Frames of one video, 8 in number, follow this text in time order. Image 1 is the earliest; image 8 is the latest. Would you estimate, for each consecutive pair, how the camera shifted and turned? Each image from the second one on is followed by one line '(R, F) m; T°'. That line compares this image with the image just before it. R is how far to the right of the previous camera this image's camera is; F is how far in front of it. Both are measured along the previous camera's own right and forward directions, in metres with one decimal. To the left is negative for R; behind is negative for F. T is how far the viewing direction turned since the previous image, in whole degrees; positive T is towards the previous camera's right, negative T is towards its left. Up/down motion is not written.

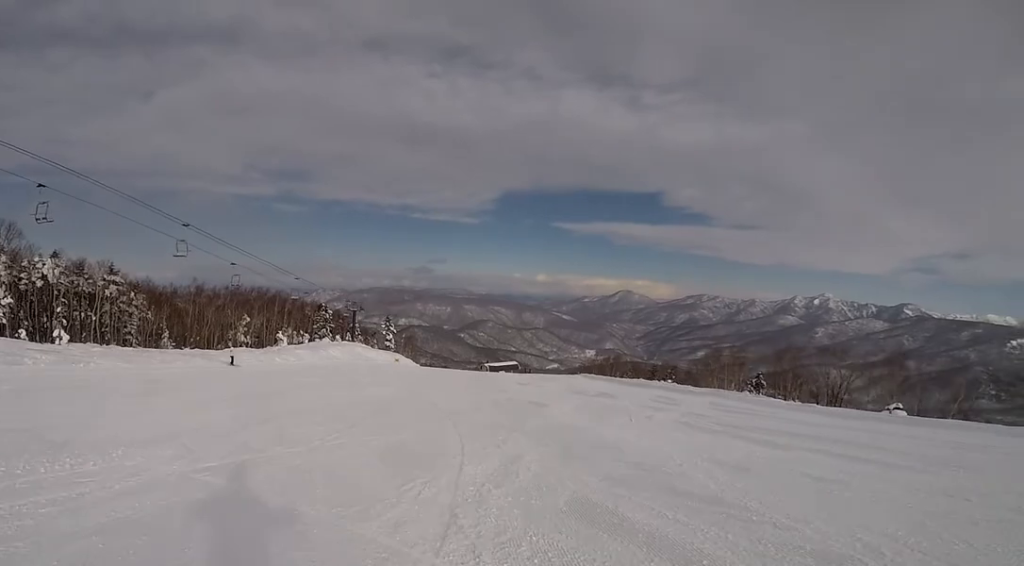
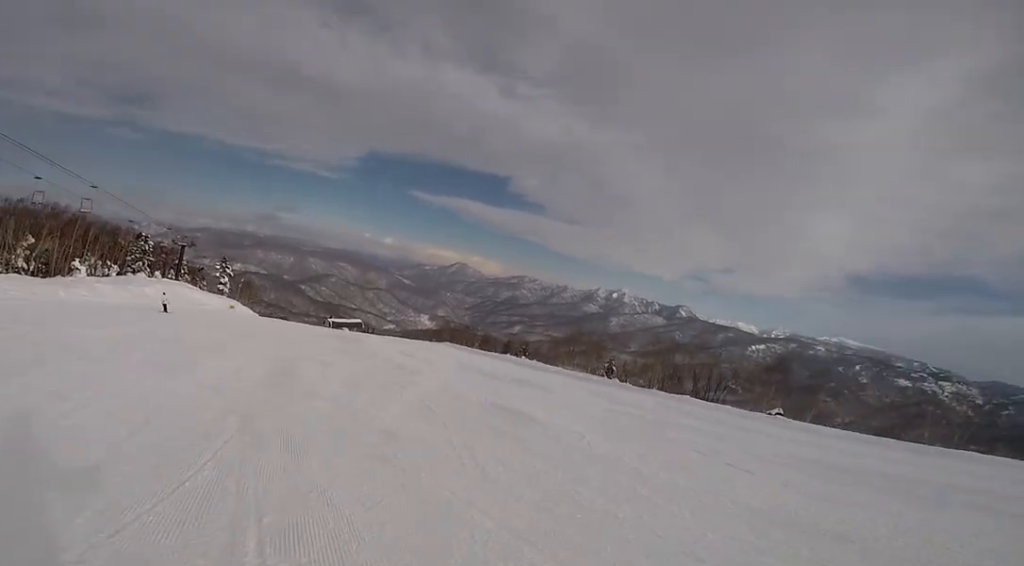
(+1.9, +8.2) m; +17°
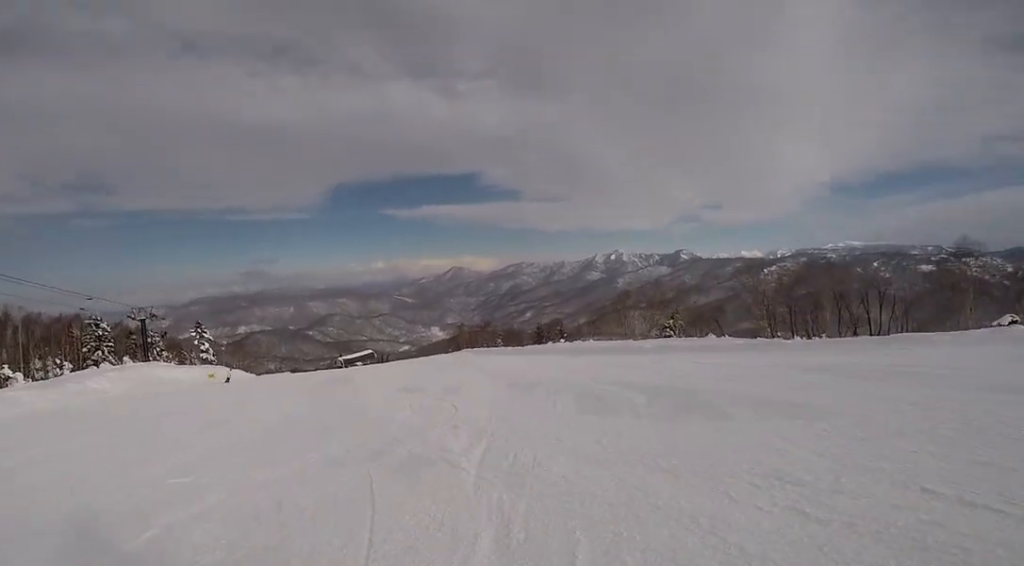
(-0.3, +12.4) m; -12°
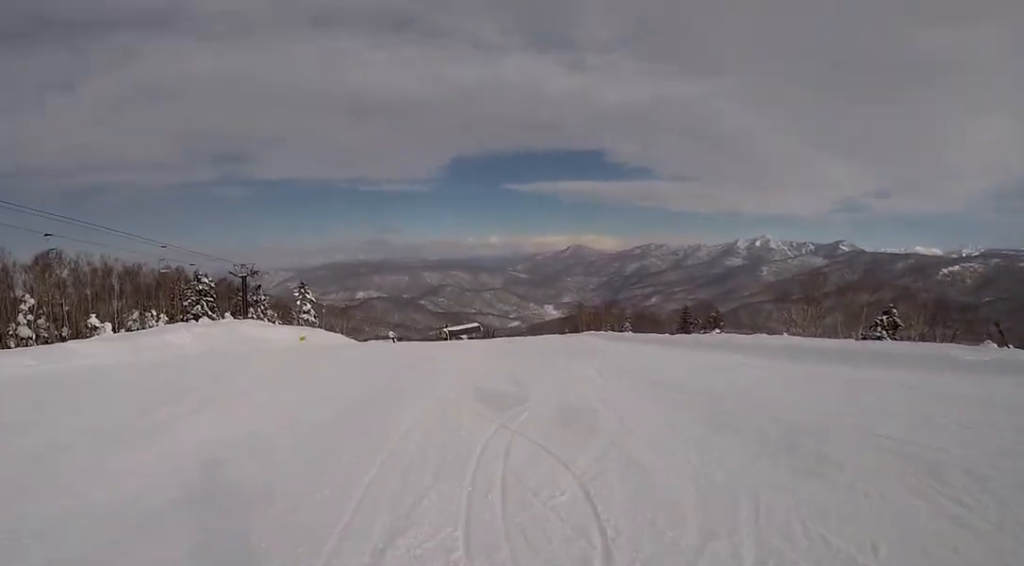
(-1.1, +7.9) m; -17°
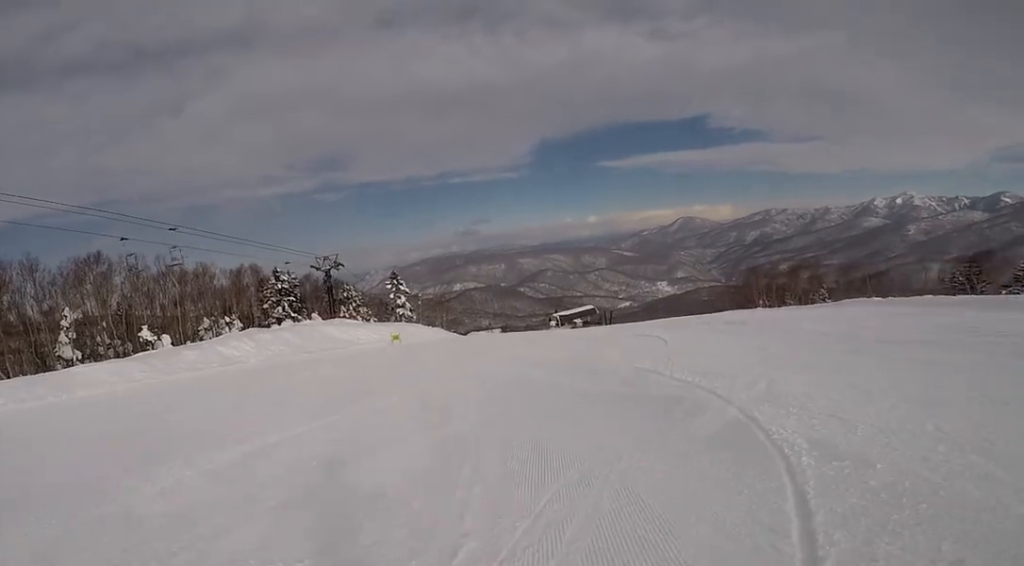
(-3.2, +12.6) m; -13°
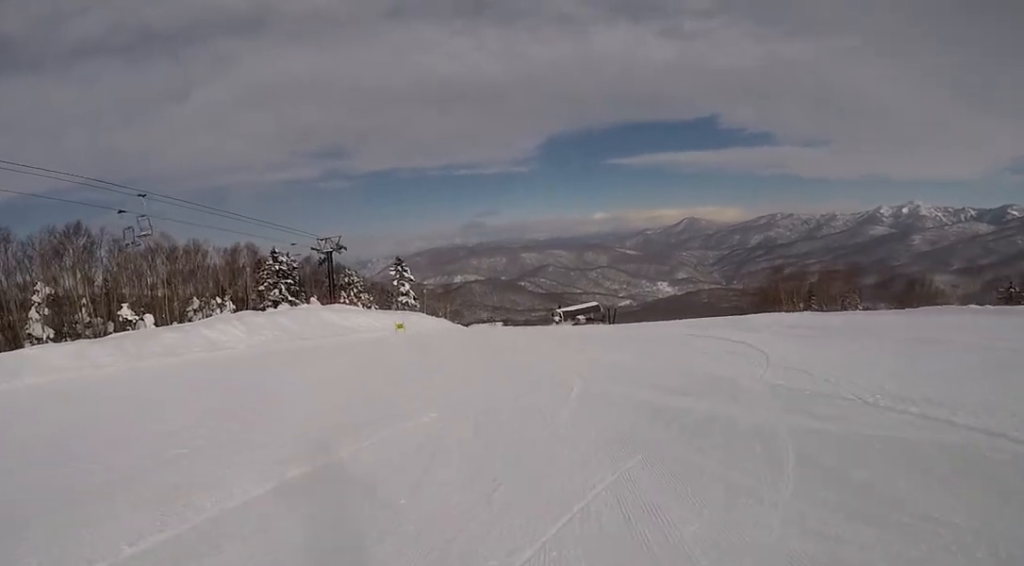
(+0.4, +3.7) m; +10°
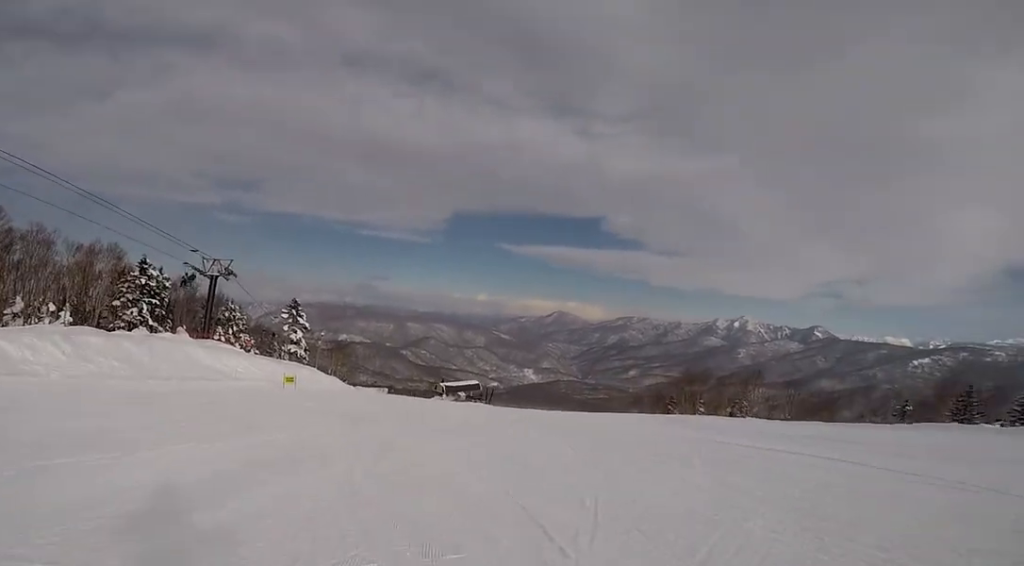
(+1.5, +7.4) m; +22°
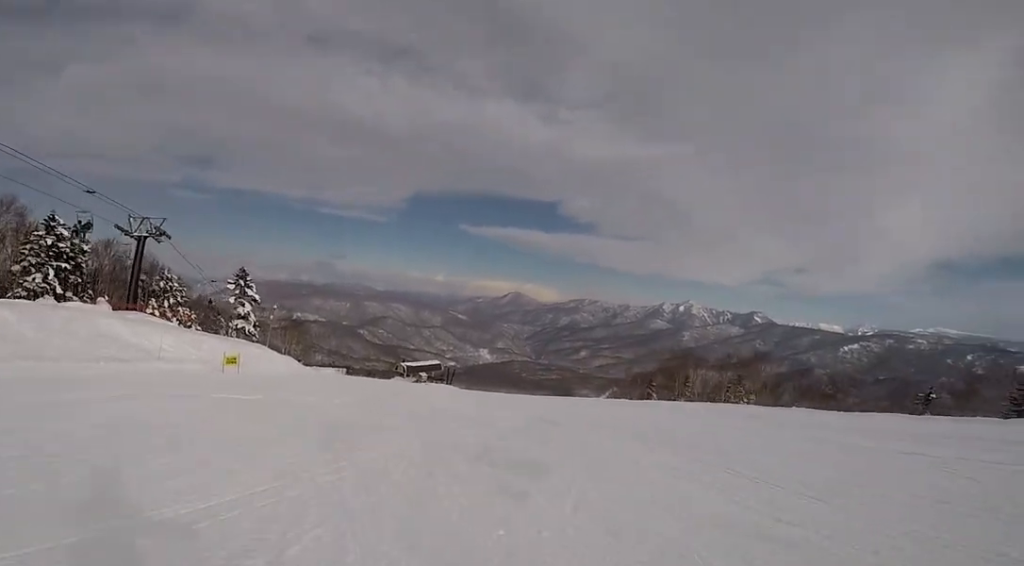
(+1.3, +7.1) m; +11°
